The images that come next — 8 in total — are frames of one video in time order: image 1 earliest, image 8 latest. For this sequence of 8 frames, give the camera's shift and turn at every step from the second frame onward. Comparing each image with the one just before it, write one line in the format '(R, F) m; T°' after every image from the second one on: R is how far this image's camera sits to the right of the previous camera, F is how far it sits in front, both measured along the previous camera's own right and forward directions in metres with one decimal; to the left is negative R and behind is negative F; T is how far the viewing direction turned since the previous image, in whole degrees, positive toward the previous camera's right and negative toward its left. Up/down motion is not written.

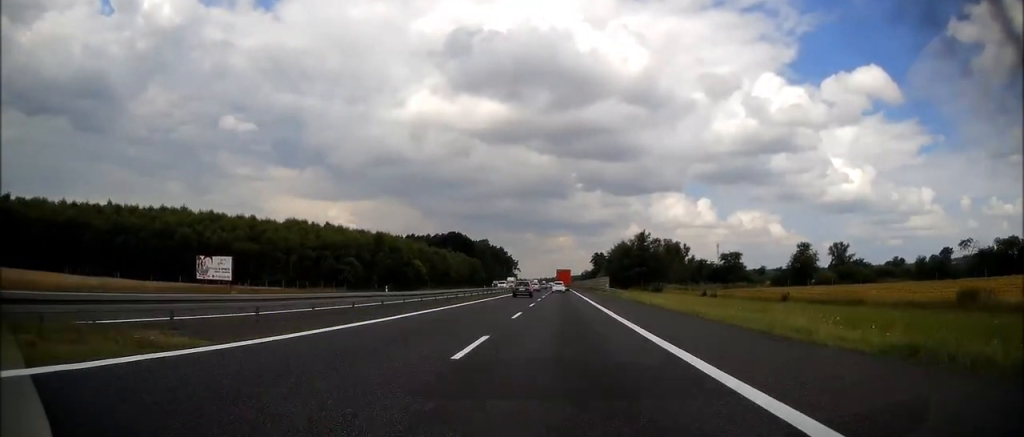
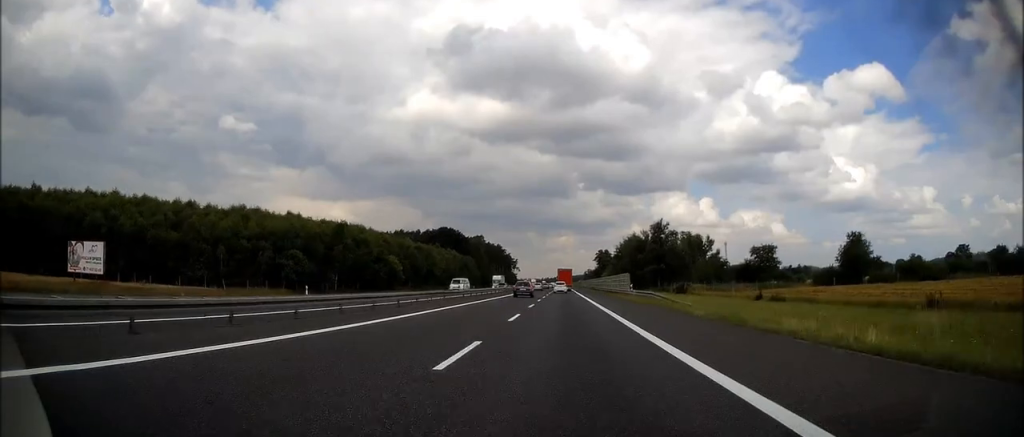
(+0.1, +25.3) m; 0°
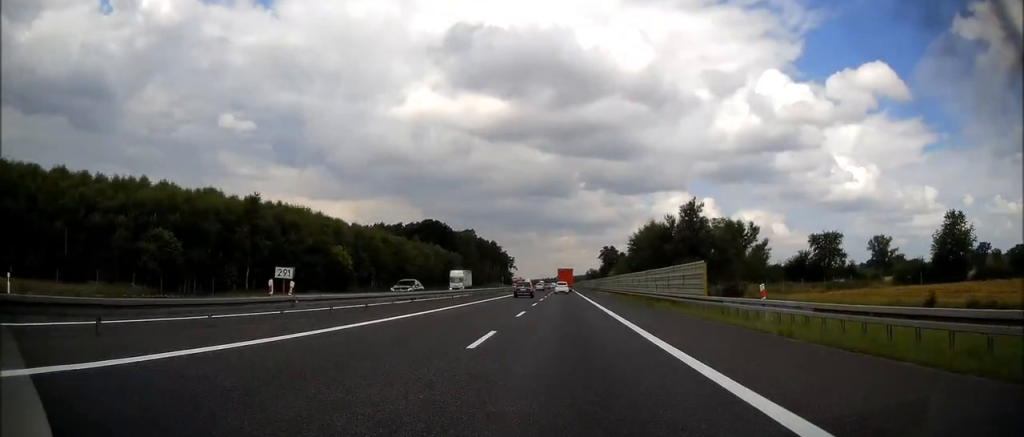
(0.0, +33.1) m; 0°
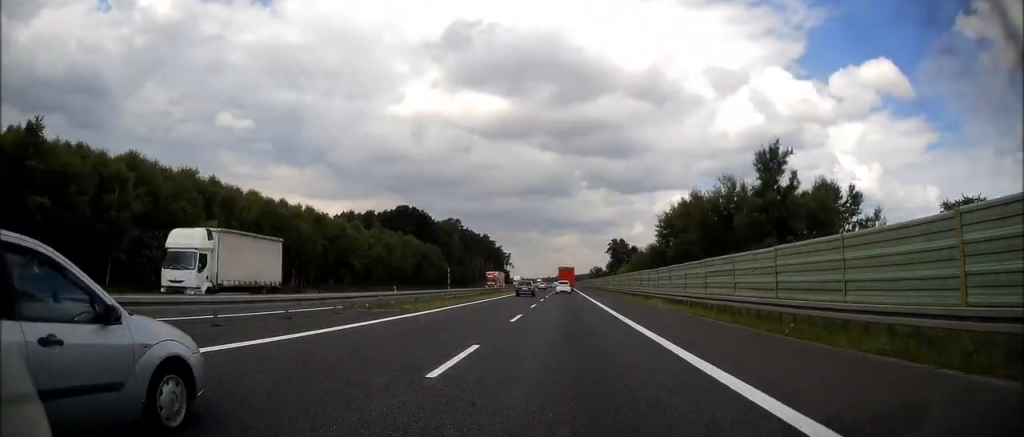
(-0.5, +39.9) m; -1°
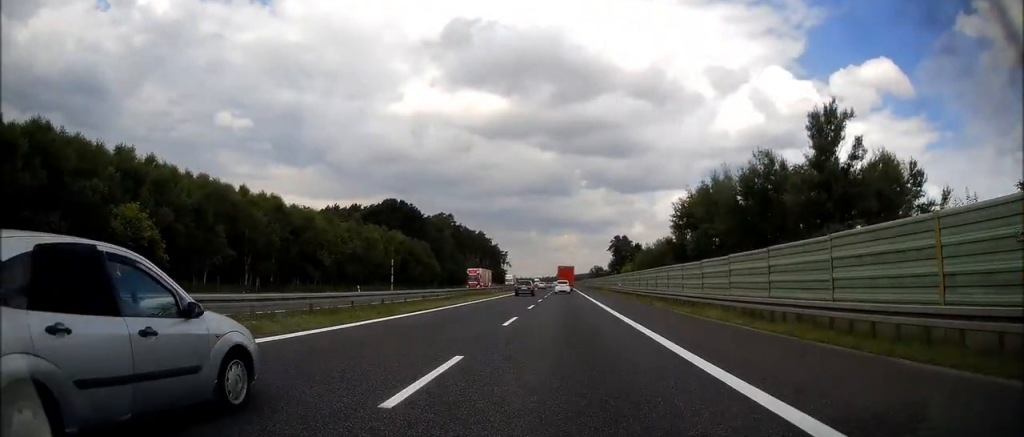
(0.0, +14.2) m; 0°
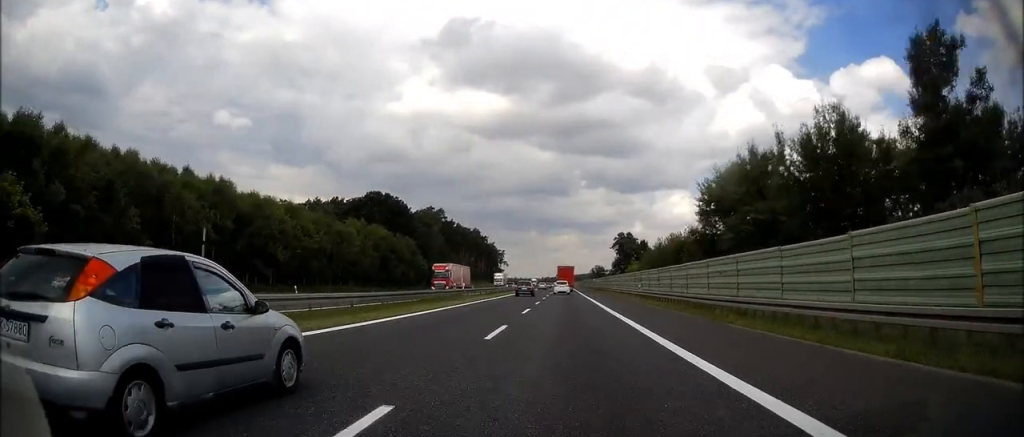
(+0.1, +16.2) m; 0°
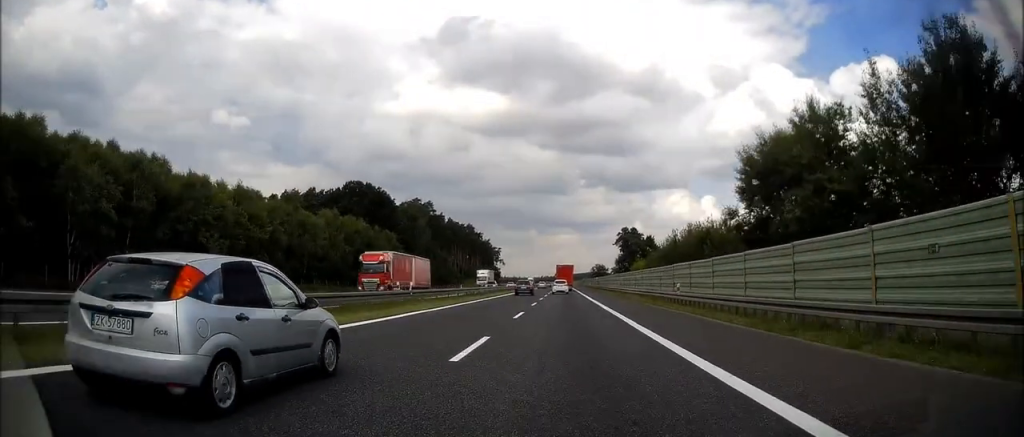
(0.0, +16.1) m; 0°
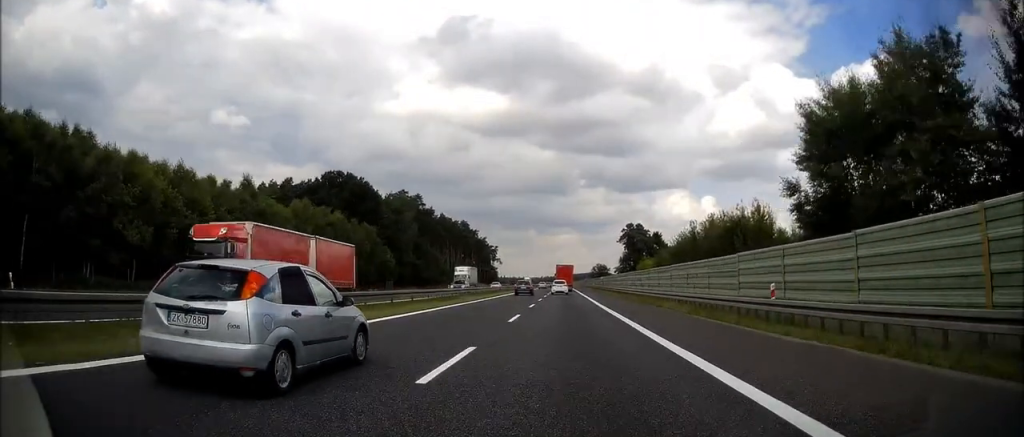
(+0.1, +14.2) m; 0°
